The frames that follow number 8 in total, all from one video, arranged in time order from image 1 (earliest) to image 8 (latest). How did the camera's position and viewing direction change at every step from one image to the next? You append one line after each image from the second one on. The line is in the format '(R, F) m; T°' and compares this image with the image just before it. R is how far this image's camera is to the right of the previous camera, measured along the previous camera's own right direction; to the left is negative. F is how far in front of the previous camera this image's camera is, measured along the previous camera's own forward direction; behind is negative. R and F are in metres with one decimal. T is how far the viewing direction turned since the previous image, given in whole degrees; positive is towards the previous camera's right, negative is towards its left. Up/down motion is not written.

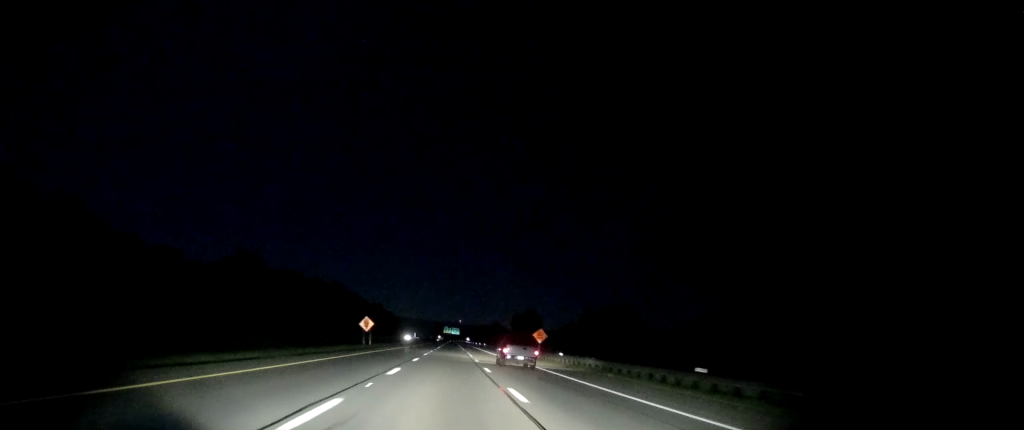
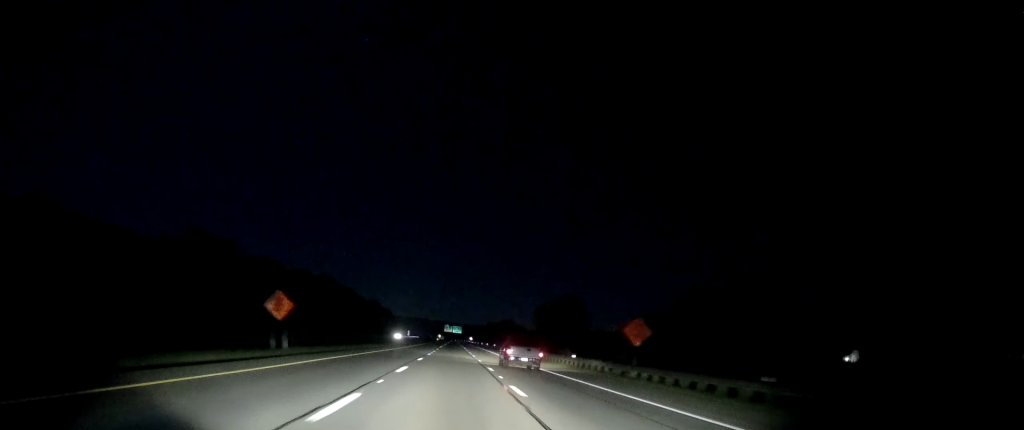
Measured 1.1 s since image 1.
(+0.4, +35.6) m; +1°
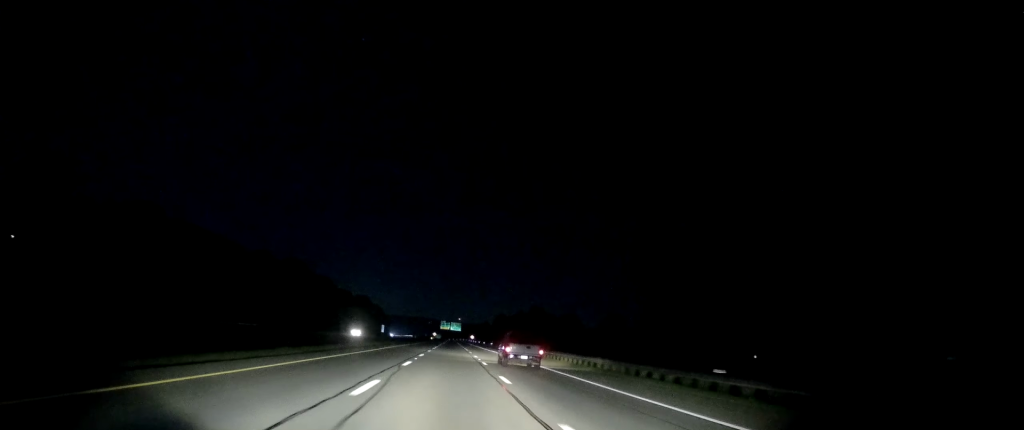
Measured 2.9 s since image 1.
(+0.4, +58.1) m; +1°
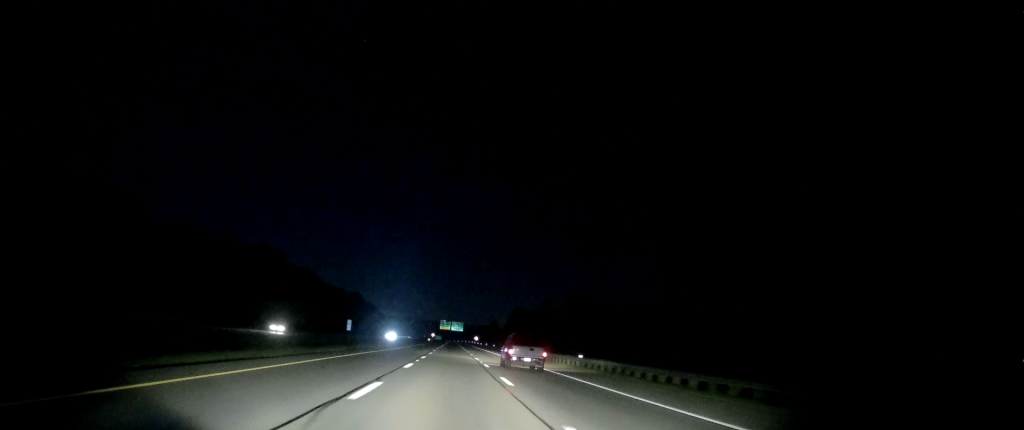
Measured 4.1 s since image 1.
(+0.3, +37.4) m; -1°
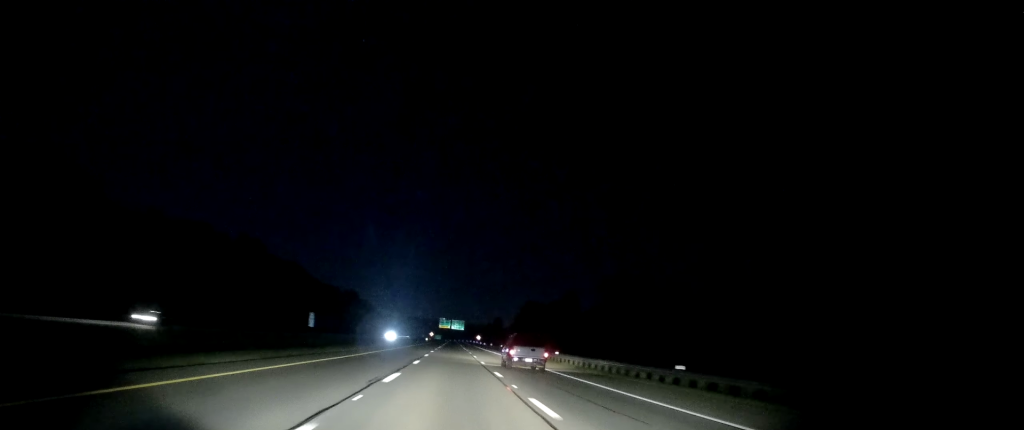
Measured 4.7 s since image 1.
(-0.1, +20.1) m; -1°
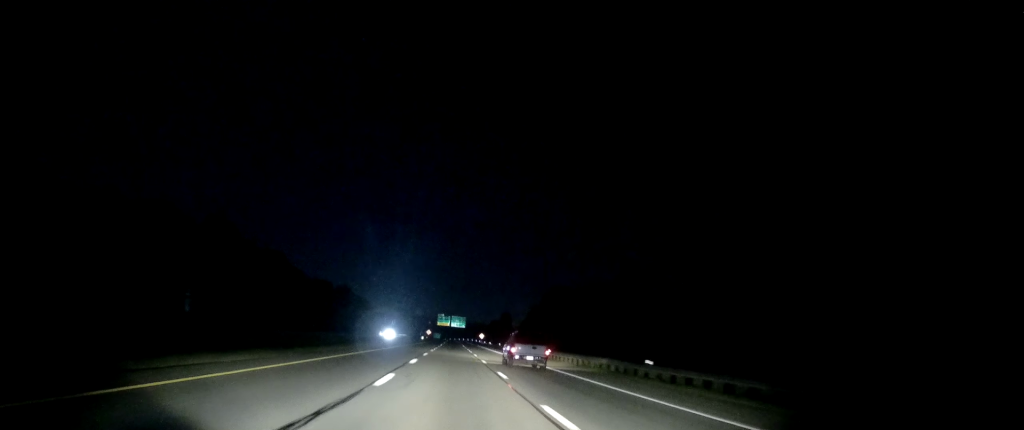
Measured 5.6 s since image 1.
(-0.6, +27.3) m; 0°
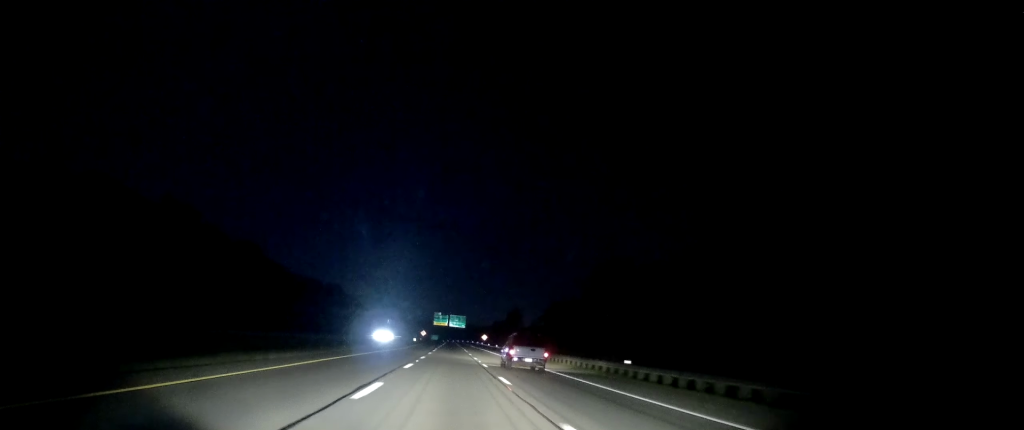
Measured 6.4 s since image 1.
(+0.8, +27.3) m; +1°
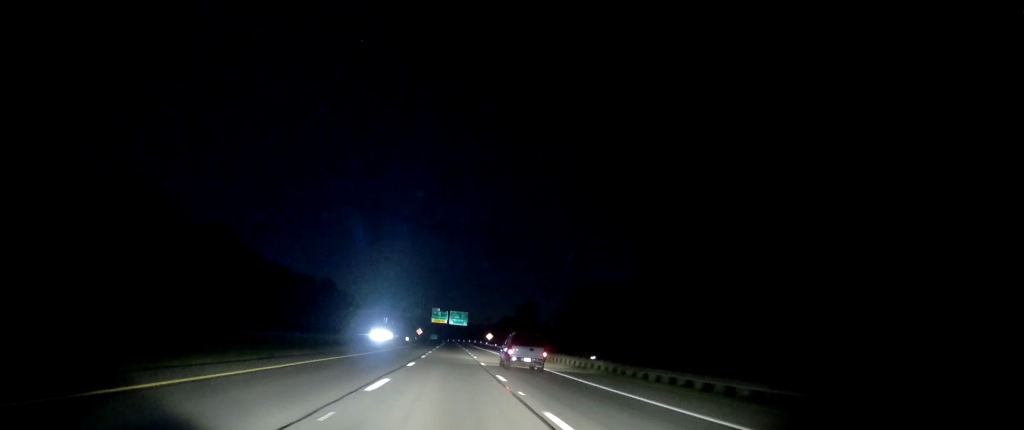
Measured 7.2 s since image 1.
(-0.3, +23.0) m; 0°
